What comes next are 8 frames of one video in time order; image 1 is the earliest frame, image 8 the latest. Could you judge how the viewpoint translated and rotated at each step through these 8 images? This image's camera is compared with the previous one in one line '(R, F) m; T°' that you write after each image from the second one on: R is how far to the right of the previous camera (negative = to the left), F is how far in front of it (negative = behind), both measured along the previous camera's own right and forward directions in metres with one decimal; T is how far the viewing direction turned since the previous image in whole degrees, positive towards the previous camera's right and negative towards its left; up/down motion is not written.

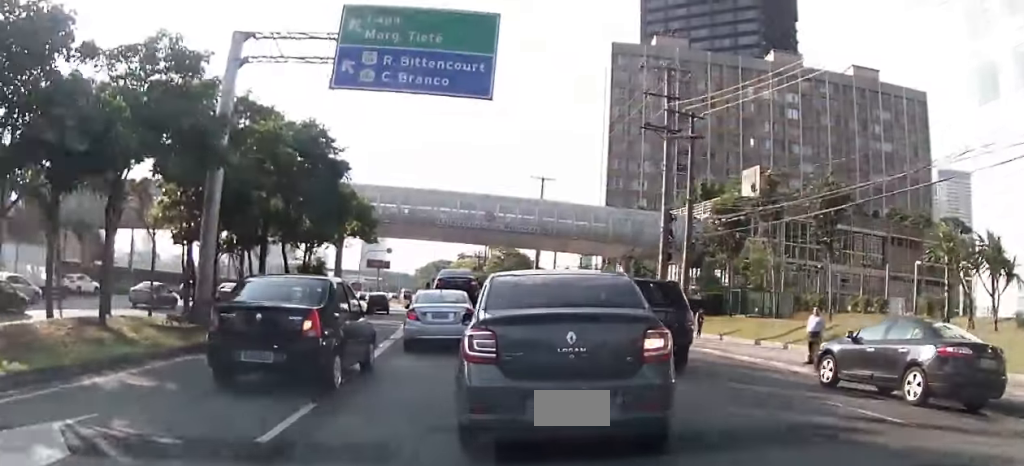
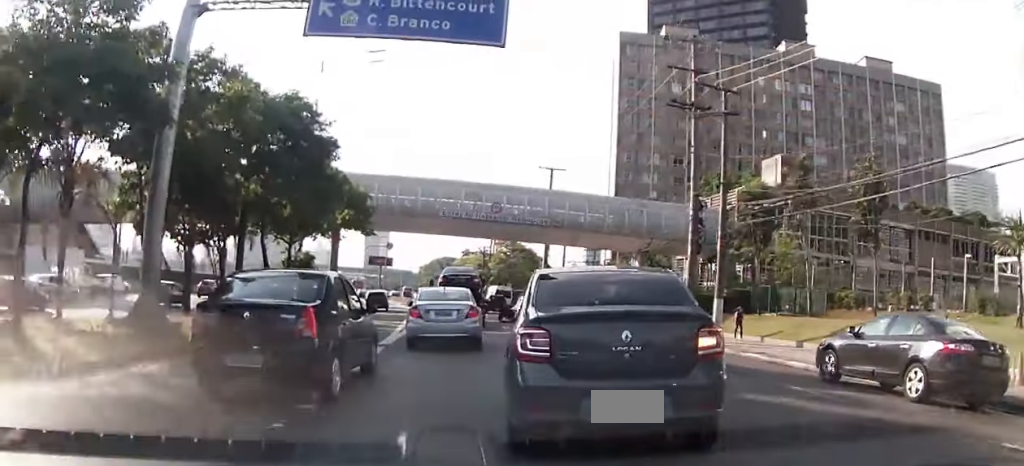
(+0.1, +3.5) m; -2°
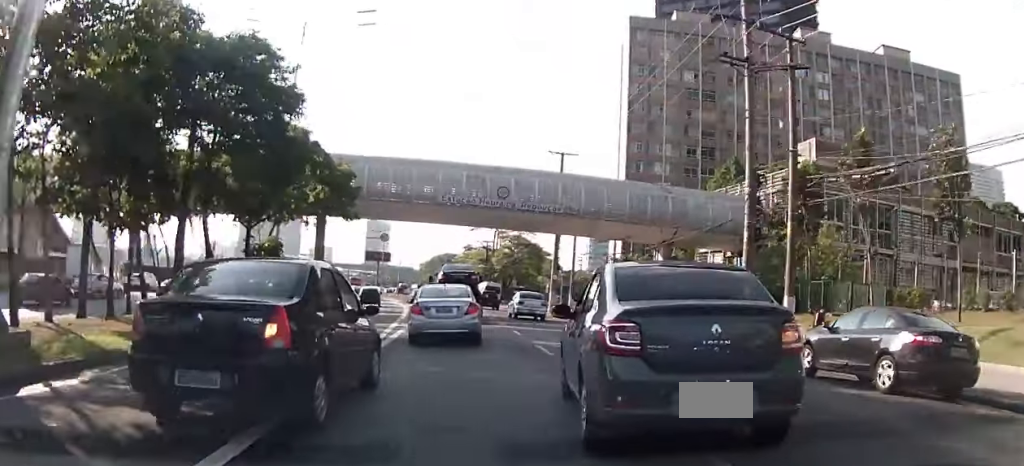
(-0.3, +5.8) m; -5°
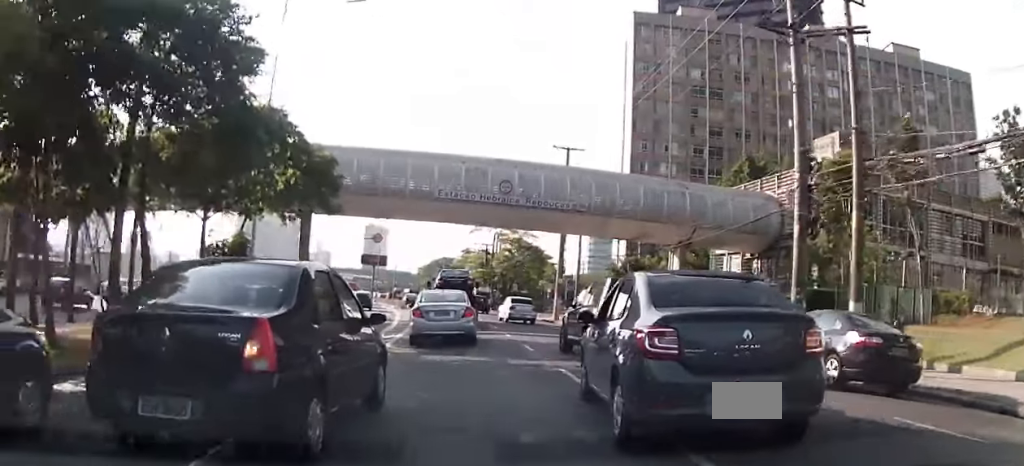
(-0.2, +4.3) m; +1°
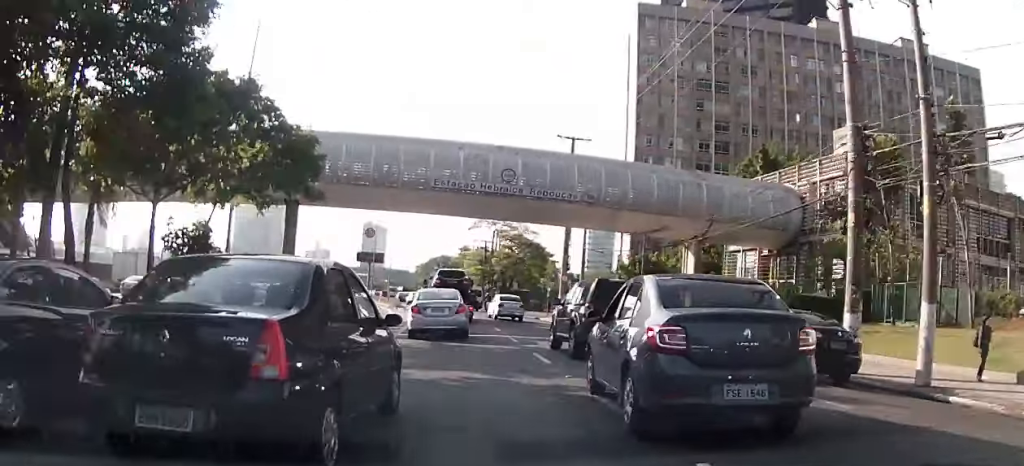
(-0.2, +3.6) m; +4°
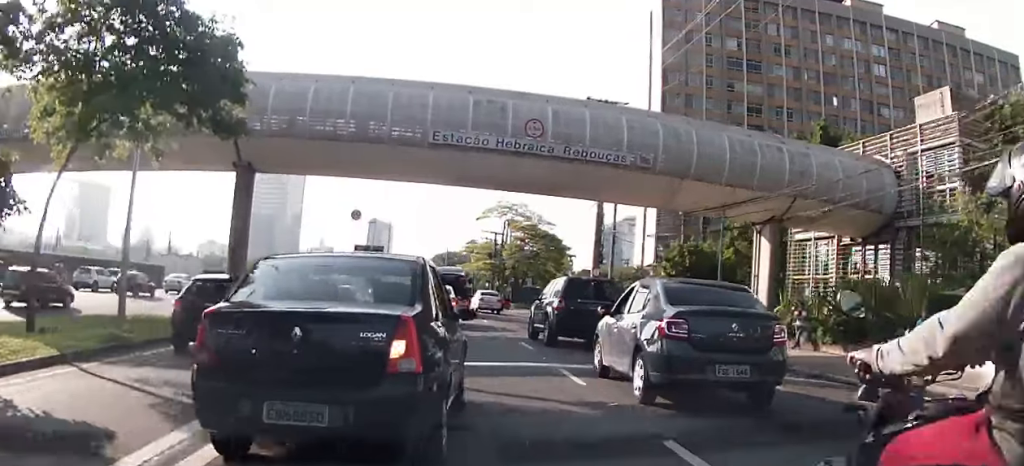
(0.0, +9.8) m; -3°
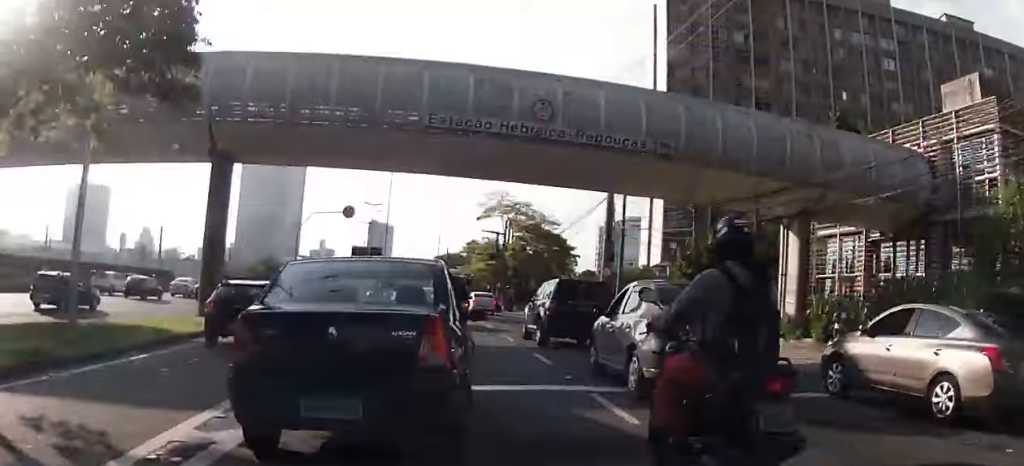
(+0.1, +3.0) m; +1°
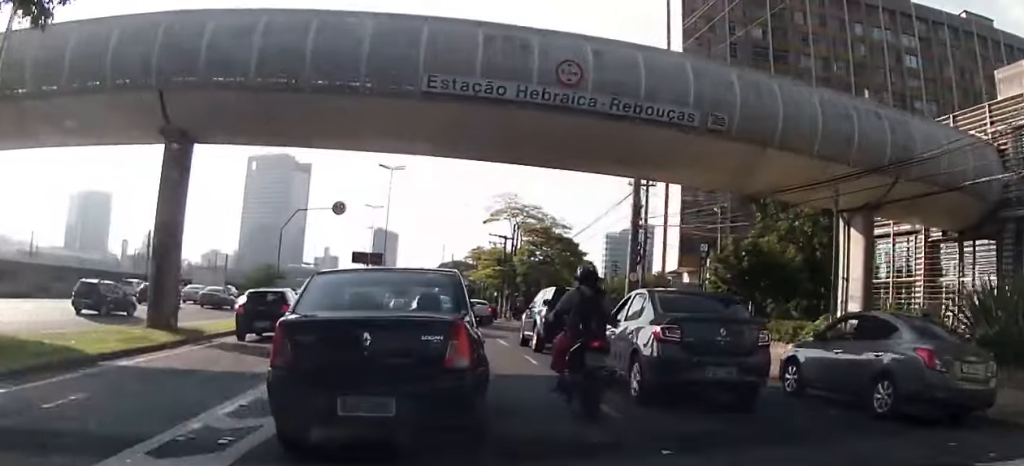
(+0.4, +4.8) m; +2°
